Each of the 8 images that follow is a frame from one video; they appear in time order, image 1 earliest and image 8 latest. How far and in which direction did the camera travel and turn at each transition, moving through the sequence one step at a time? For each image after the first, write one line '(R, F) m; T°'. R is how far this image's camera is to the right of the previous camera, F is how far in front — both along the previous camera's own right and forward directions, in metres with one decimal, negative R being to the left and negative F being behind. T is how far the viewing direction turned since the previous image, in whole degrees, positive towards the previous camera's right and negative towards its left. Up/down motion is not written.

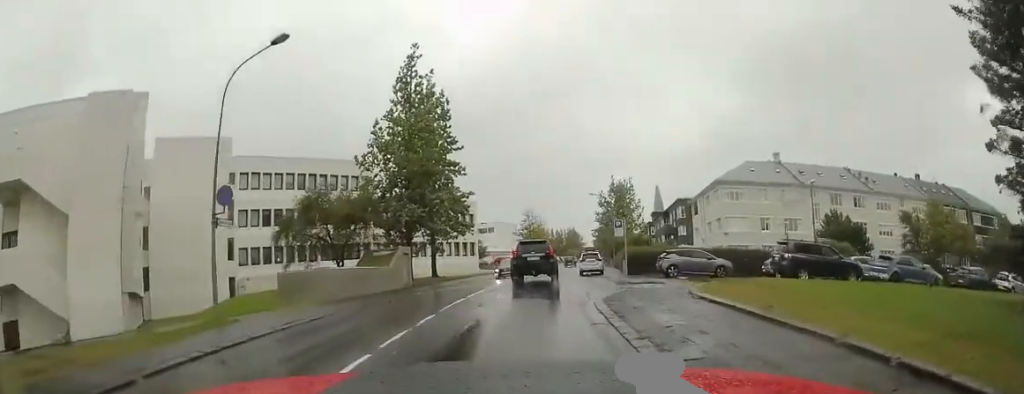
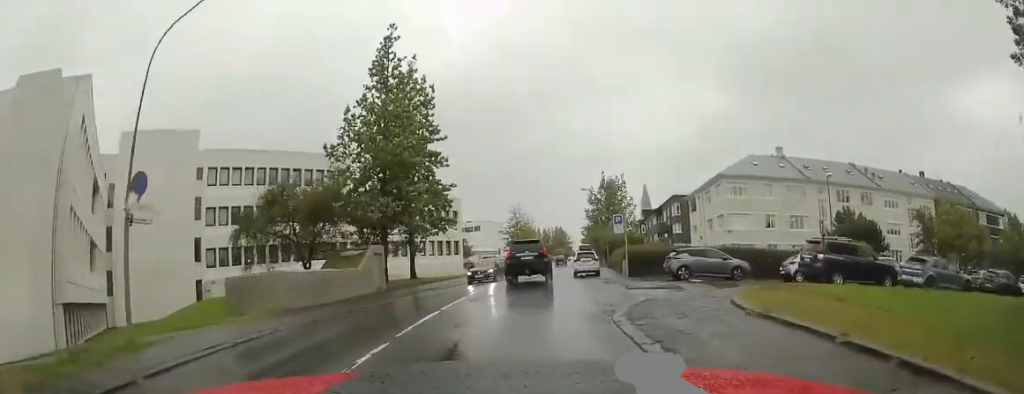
(+0.2, +3.2) m; +2°
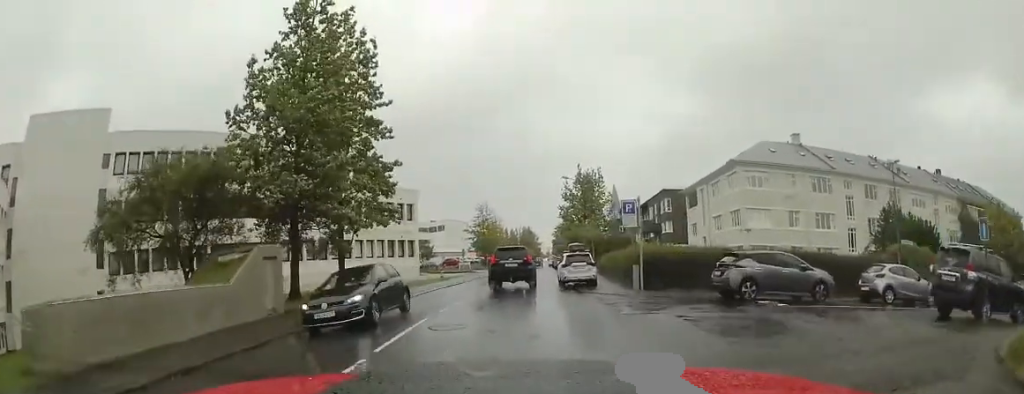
(+0.2, +8.7) m; +3°
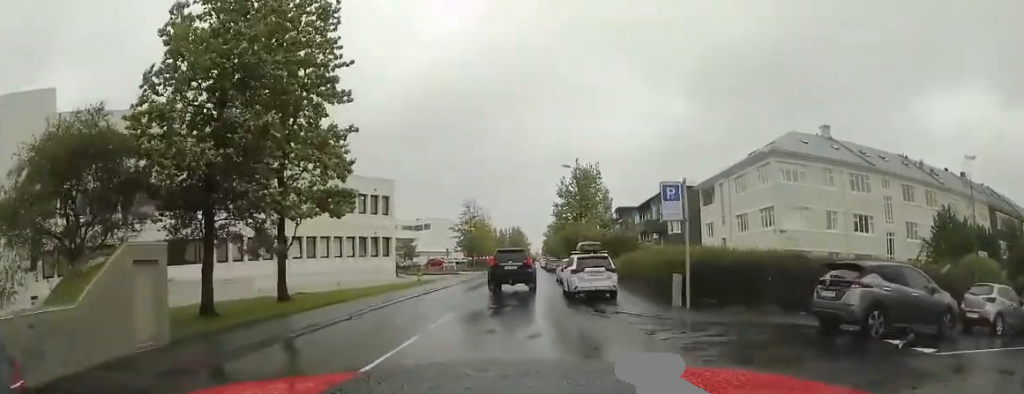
(+0.2, +5.8) m; +1°
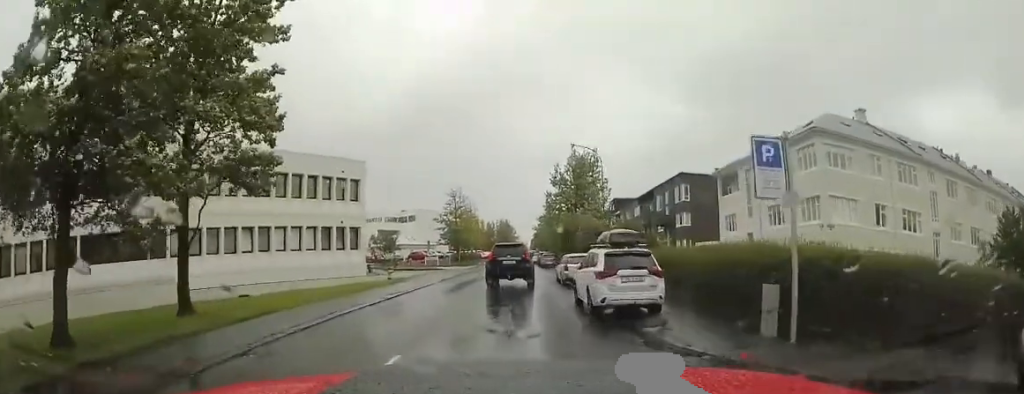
(0.0, +5.7) m; 0°
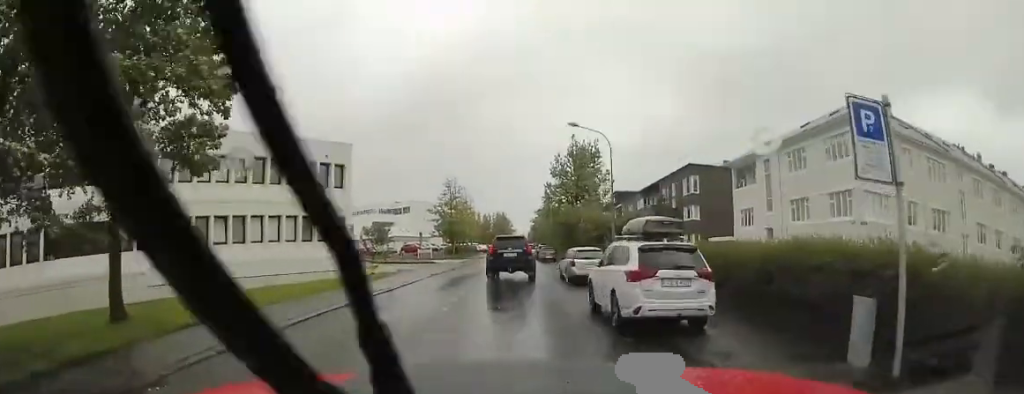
(-0.1, +2.7) m; 0°
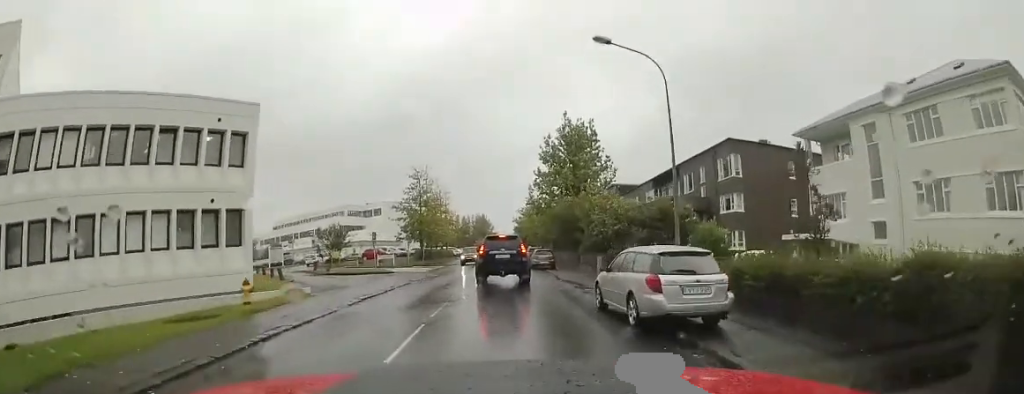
(+0.4, +10.5) m; +3°
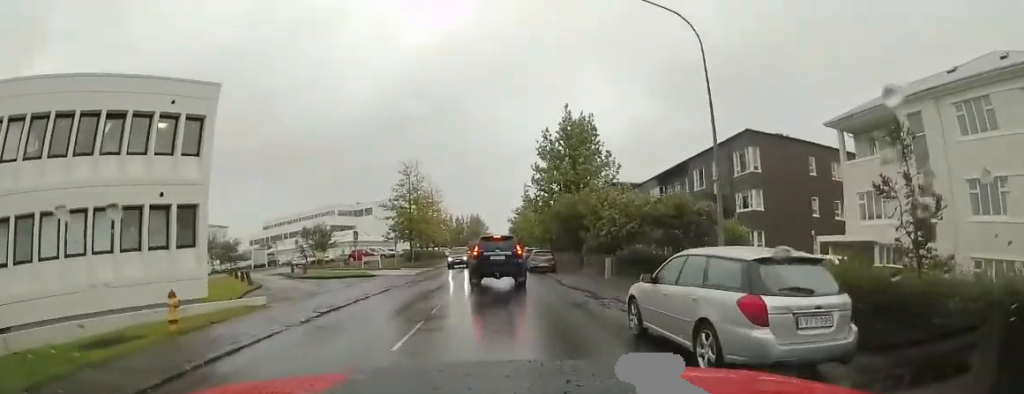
(+0.1, +3.1) m; 0°
